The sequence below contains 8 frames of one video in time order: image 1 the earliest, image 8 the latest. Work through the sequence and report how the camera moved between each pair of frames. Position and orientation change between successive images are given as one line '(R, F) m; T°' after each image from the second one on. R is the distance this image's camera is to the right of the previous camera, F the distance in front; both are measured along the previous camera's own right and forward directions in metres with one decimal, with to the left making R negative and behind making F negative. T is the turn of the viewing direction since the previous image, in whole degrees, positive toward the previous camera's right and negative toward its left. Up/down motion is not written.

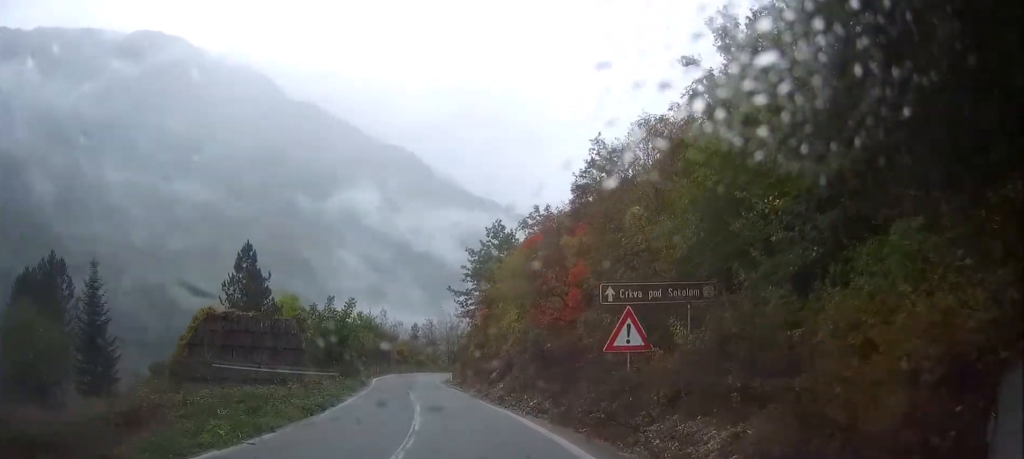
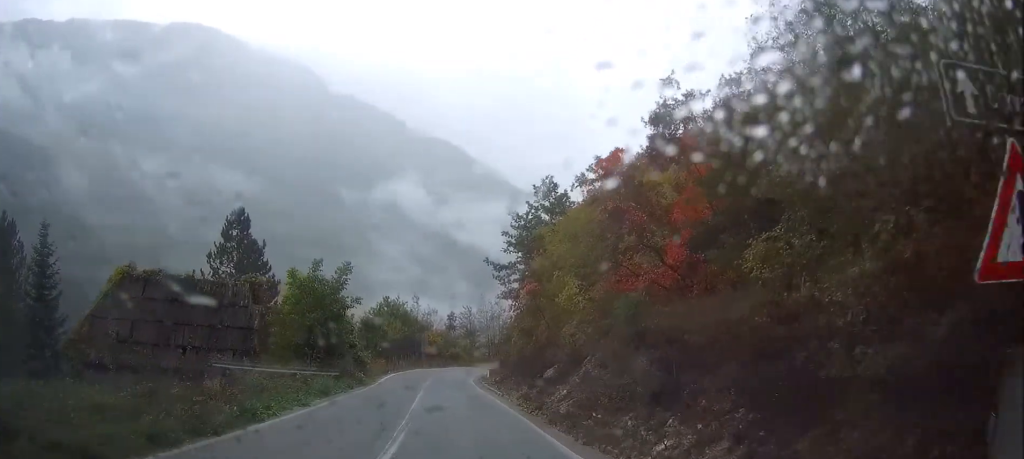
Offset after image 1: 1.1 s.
(-0.3, +11.8) m; -2°
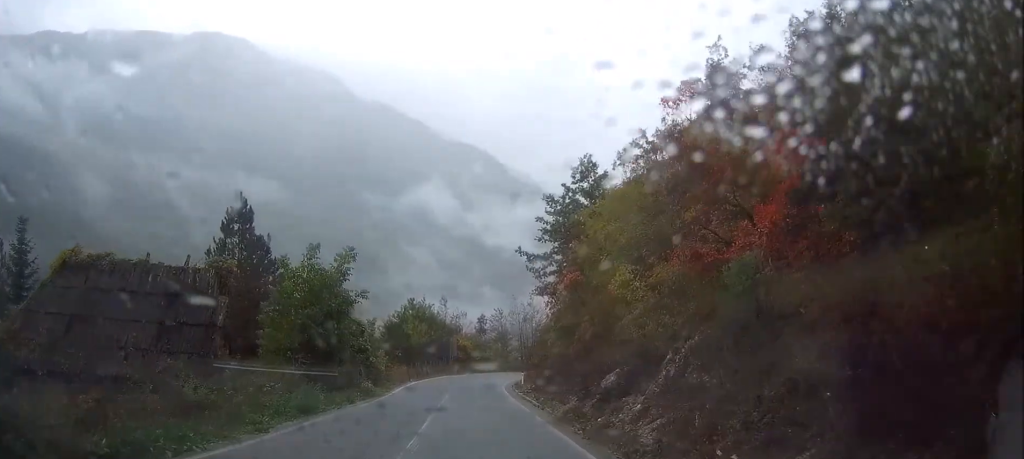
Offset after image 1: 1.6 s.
(0.0, +5.2) m; -1°
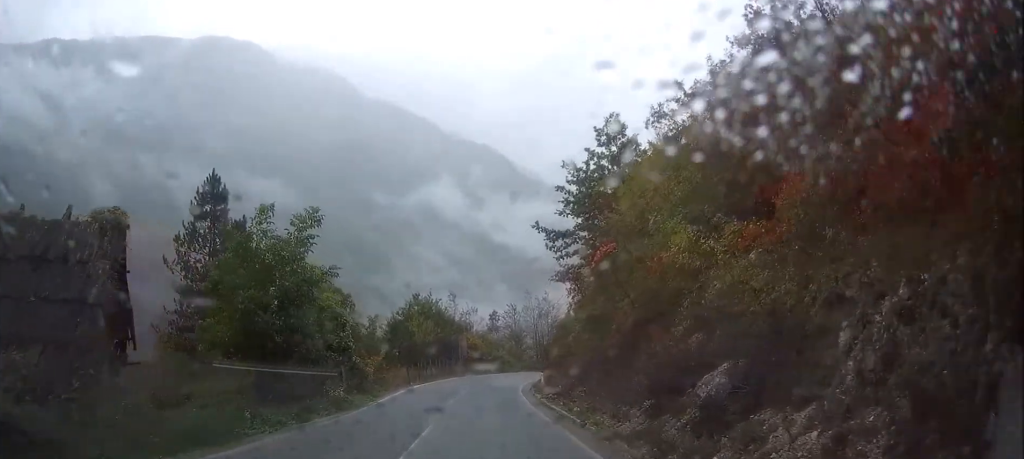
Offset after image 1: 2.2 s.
(-0.1, +6.1) m; -1°
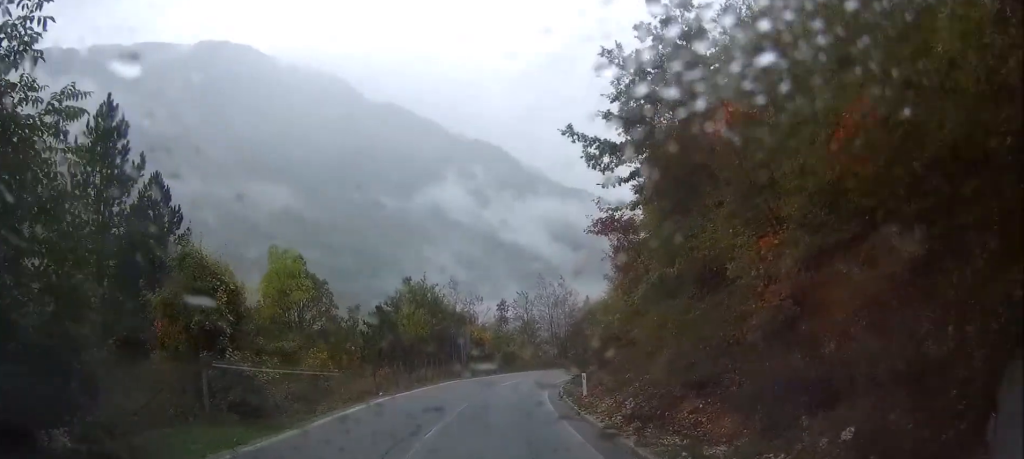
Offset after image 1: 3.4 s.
(0.0, +12.2) m; 0°
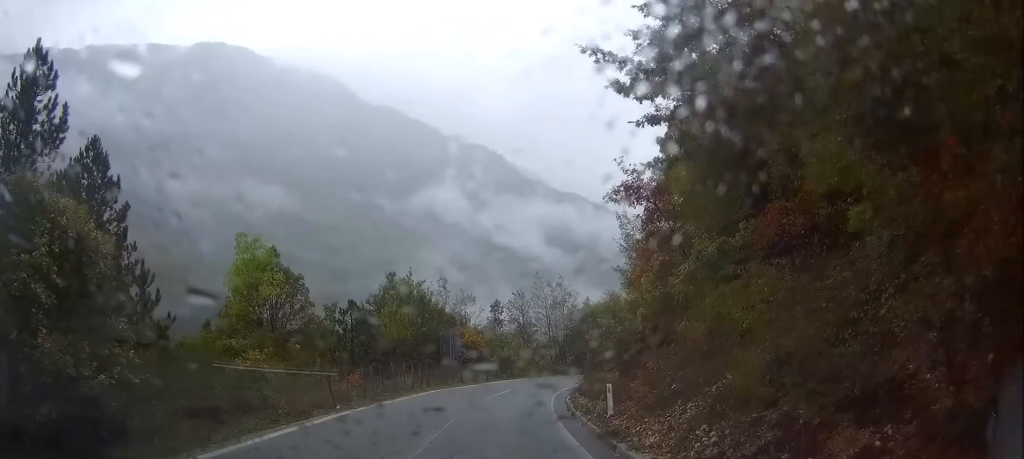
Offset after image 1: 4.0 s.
(0.0, +5.7) m; 0°
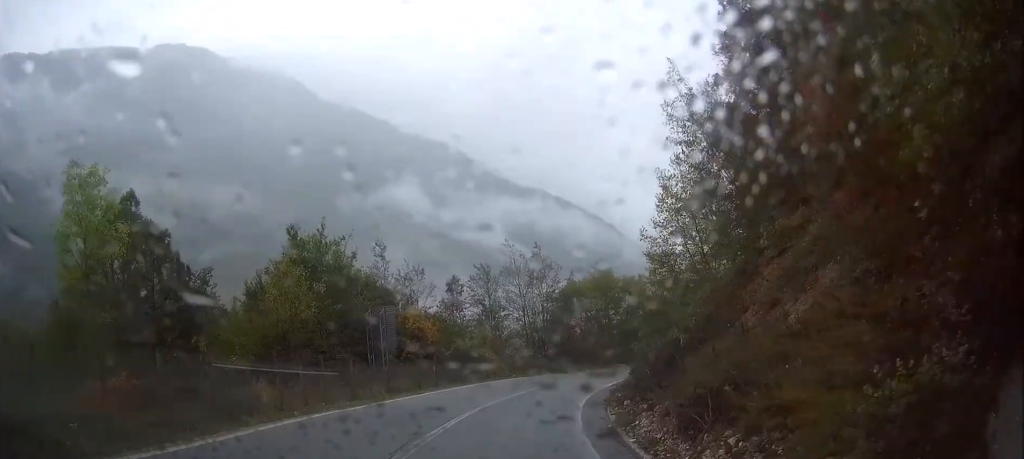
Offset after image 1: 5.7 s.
(+0.2, +17.2) m; +4°
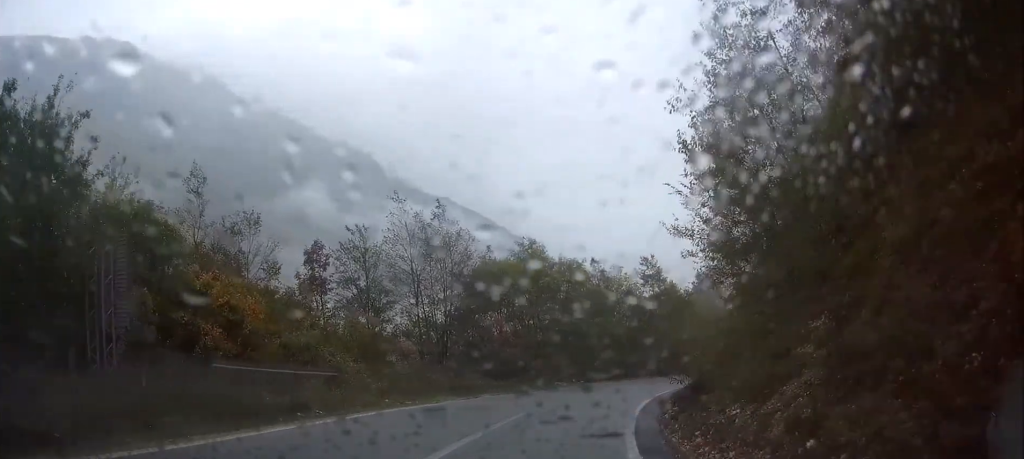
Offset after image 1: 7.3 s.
(+1.7, +17.8) m; +12°
